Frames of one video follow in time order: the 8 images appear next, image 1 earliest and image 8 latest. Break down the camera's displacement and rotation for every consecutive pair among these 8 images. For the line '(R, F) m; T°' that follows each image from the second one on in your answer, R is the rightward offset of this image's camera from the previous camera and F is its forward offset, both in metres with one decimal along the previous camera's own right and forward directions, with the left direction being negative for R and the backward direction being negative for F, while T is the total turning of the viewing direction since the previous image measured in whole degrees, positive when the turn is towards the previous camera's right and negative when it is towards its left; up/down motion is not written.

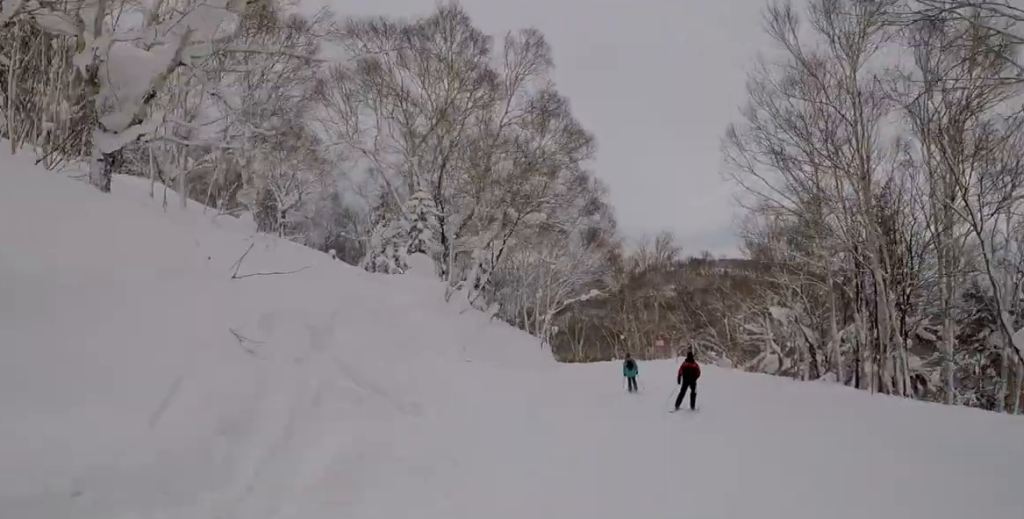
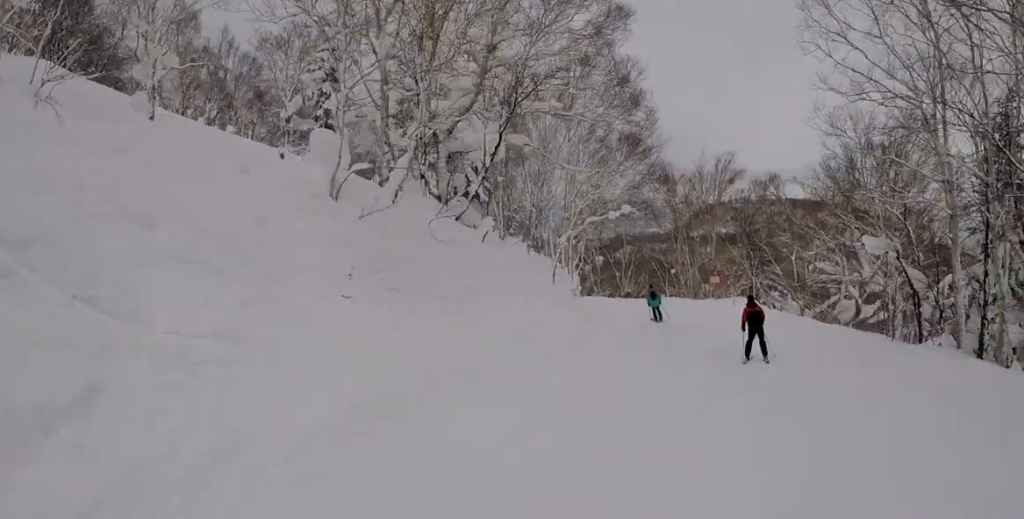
(+0.5, +6.7) m; -3°
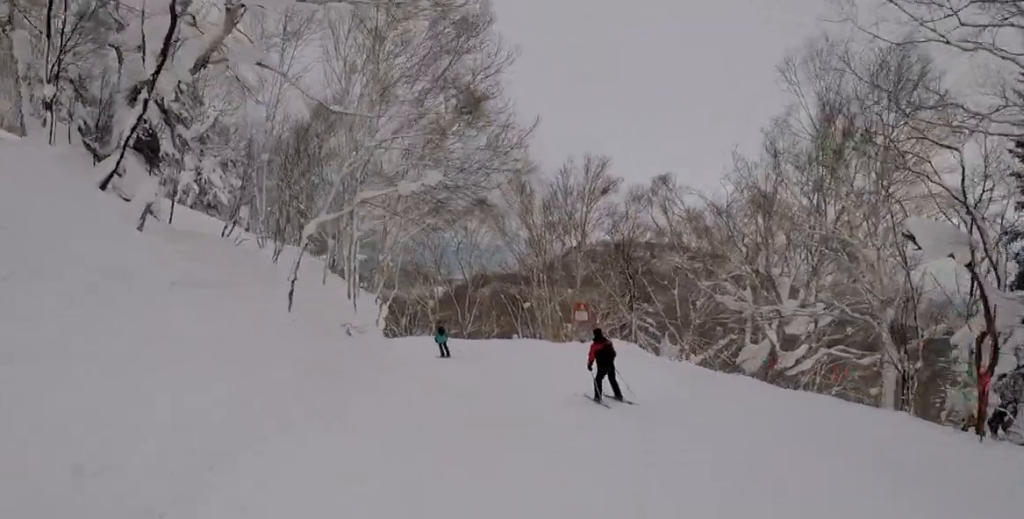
(-1.4, +9.6) m; -1°
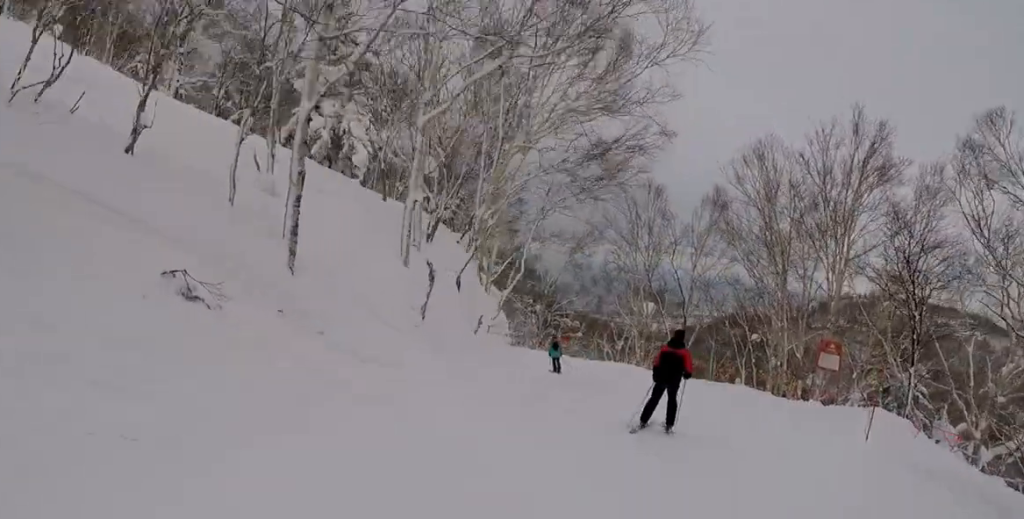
(+1.3, +9.2) m; -10°
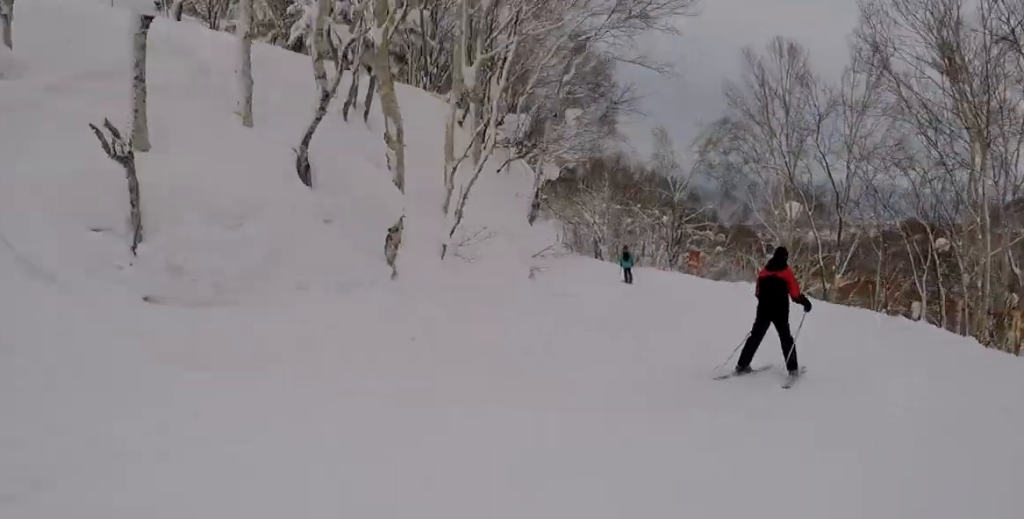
(-2.3, +7.2) m; -16°
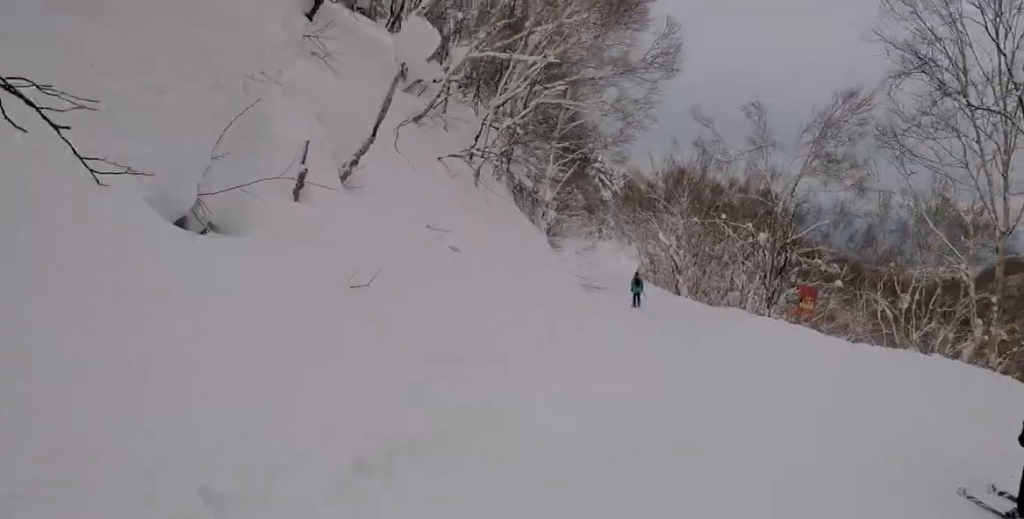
(-0.9, +13.0) m; -9°
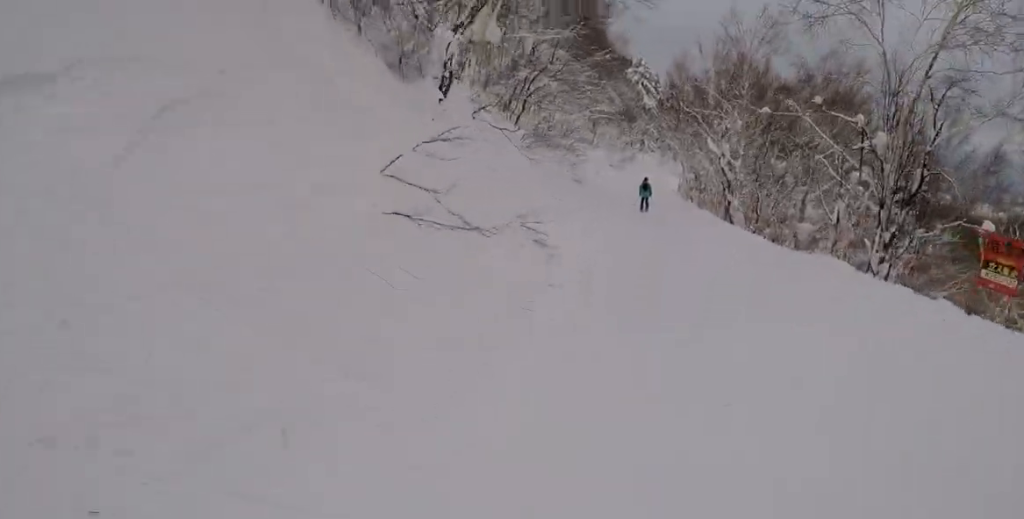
(-1.0, +10.6) m; -7°
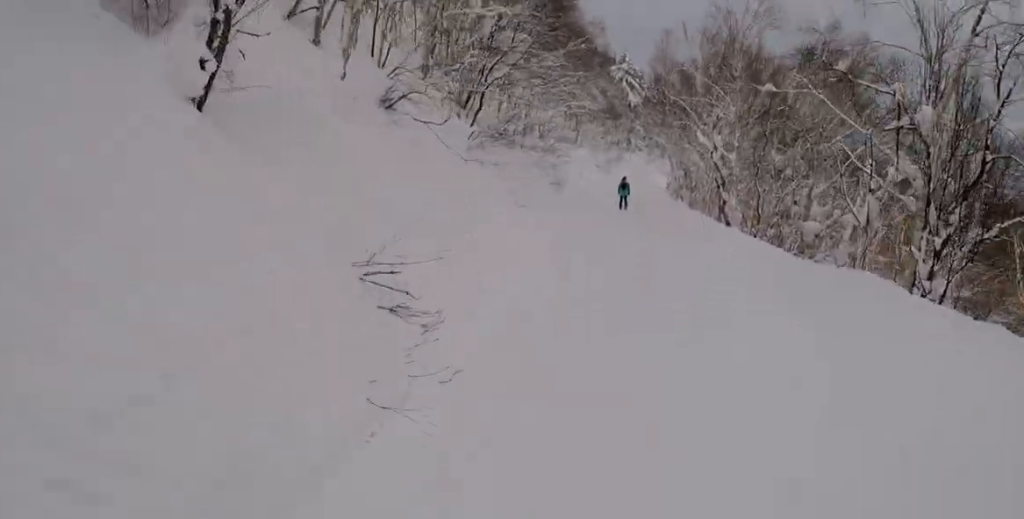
(-0.4, +4.0) m; 0°
